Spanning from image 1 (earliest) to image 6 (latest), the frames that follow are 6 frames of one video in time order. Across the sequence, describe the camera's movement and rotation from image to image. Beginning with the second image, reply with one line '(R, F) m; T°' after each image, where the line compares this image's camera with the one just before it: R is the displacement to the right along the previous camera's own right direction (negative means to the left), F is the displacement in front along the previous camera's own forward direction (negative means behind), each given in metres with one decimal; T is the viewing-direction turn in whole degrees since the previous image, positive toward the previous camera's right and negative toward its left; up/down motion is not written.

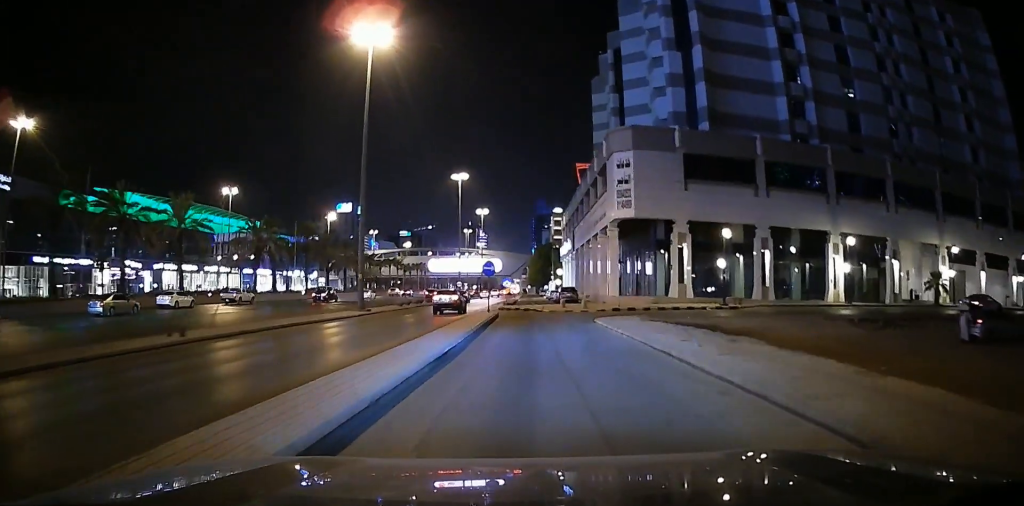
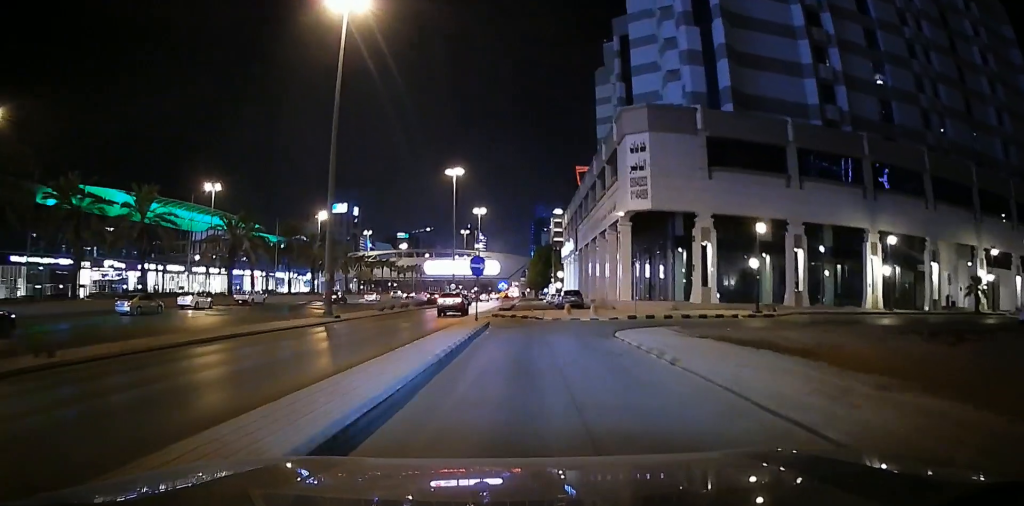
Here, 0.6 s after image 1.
(-0.3, +8.3) m; 0°
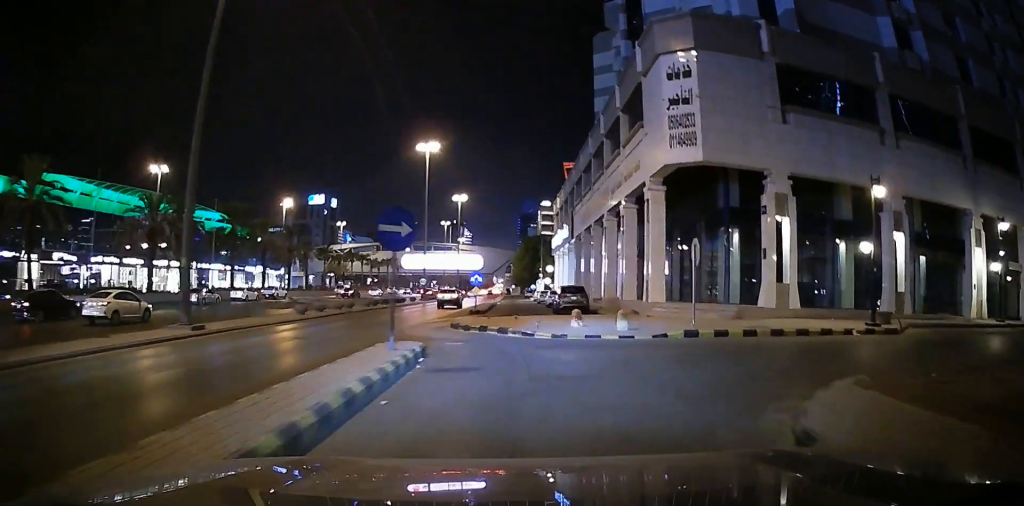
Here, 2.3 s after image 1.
(+0.8, +19.9) m; +4°
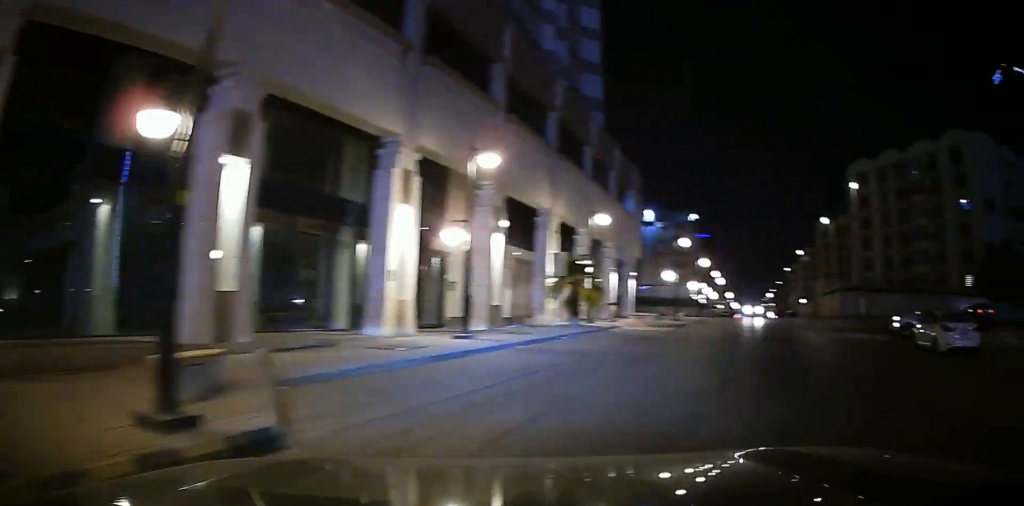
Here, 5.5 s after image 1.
(+8.5, +22.4) m; +60°
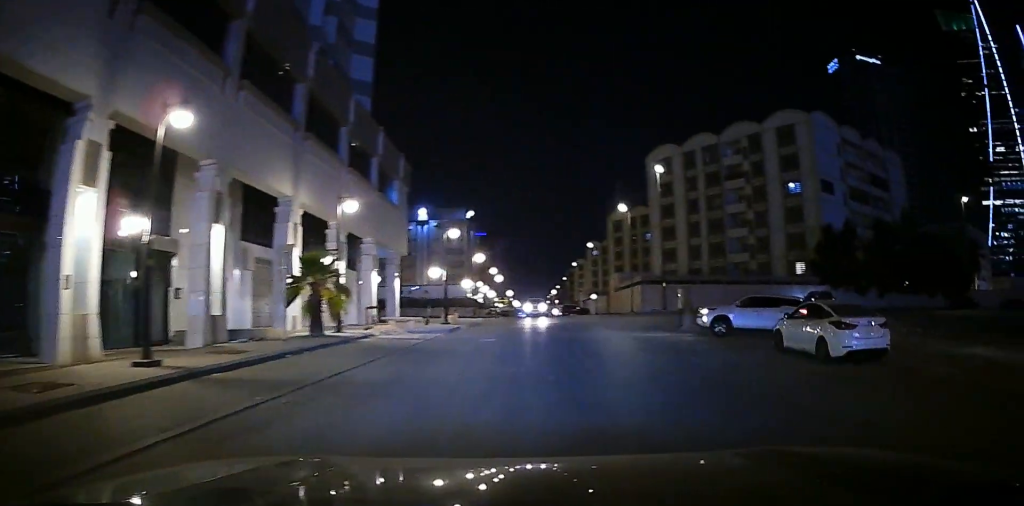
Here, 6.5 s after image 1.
(+1.1, +6.7) m; +17°
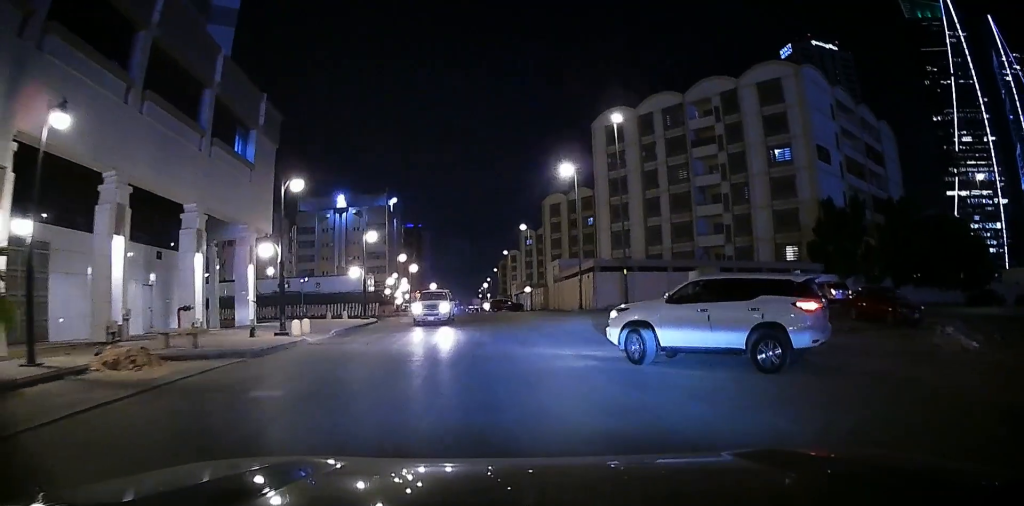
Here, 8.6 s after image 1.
(+3.3, +11.7) m; +18°
